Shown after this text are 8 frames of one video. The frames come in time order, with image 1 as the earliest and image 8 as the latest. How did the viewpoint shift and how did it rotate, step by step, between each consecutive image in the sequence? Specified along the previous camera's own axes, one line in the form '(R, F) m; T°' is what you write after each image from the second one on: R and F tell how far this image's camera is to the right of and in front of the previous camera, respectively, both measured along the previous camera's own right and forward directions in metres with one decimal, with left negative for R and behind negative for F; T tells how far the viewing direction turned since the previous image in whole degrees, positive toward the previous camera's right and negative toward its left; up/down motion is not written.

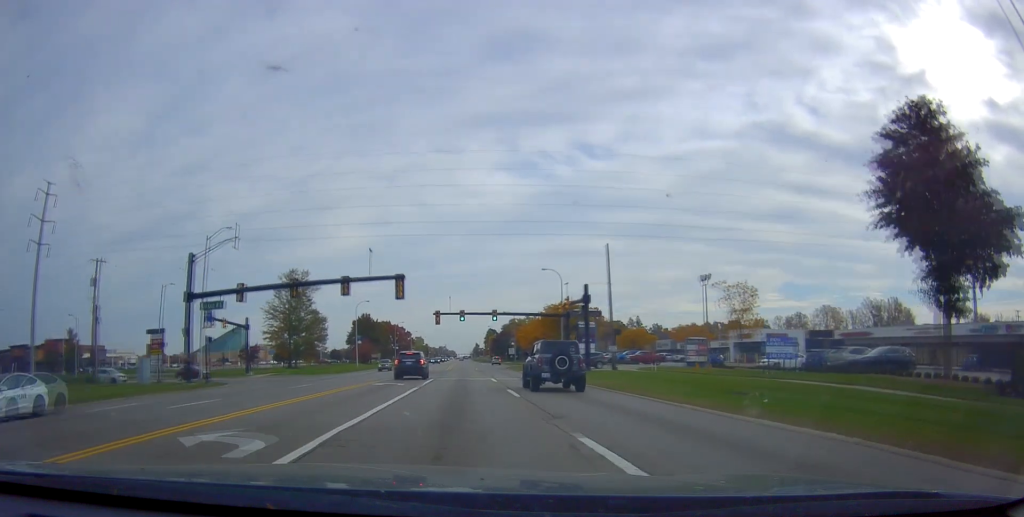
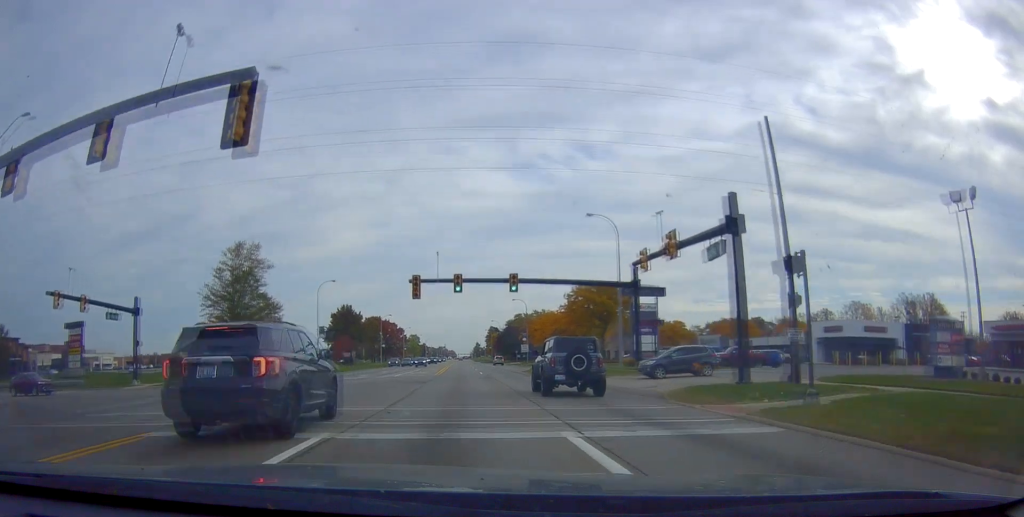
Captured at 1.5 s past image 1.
(+0.3, +28.3) m; 0°
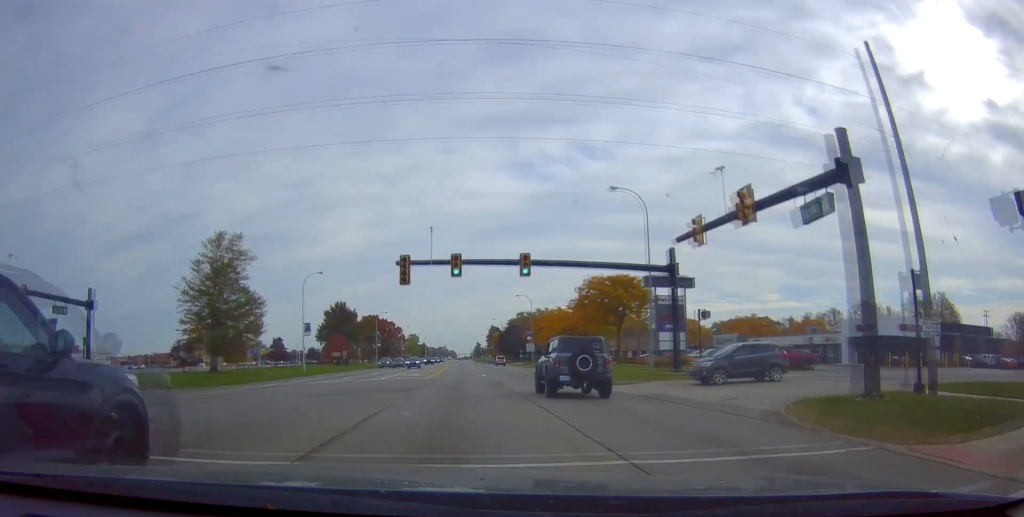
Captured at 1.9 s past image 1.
(-0.2, +7.6) m; -1°
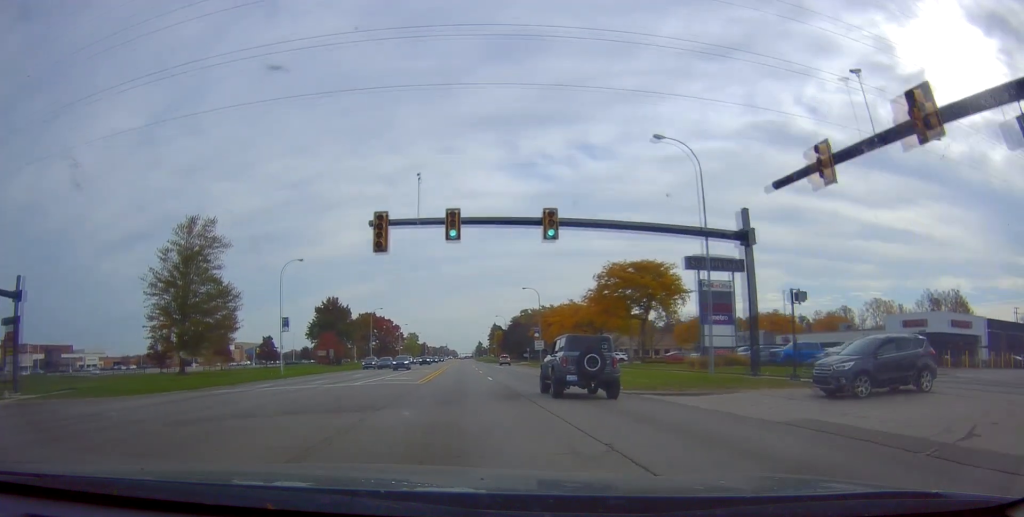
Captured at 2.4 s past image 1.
(-0.2, +9.5) m; -1°
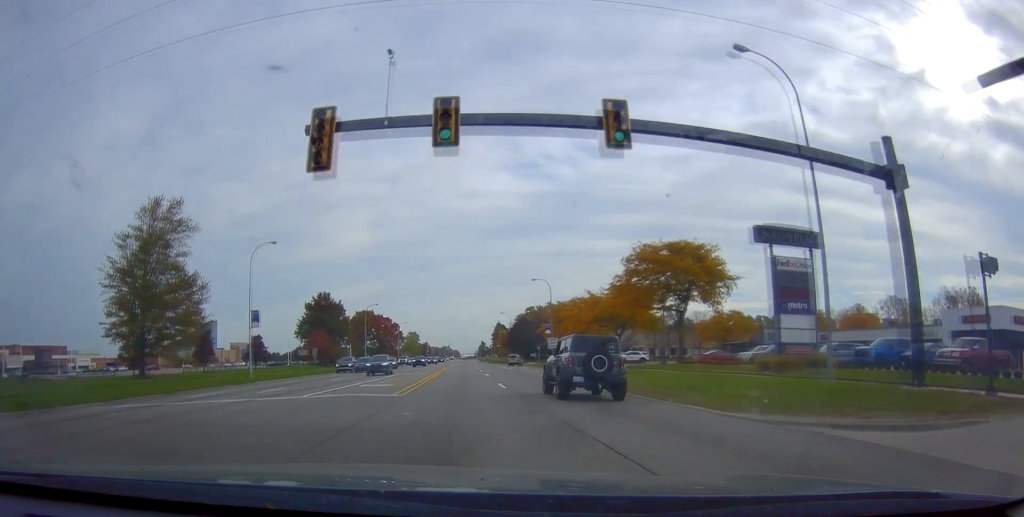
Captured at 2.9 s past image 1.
(0.0, +10.3) m; 0°
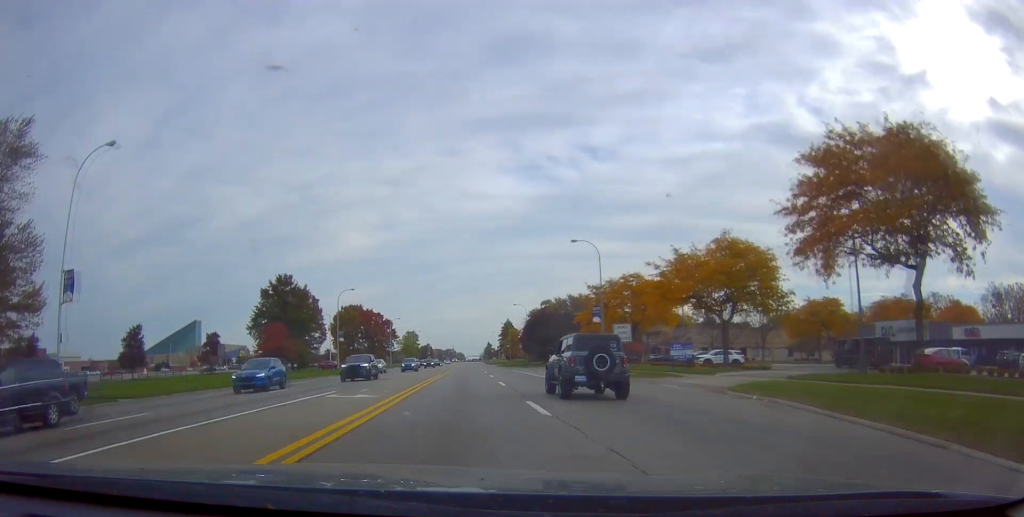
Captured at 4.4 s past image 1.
(0.0, +29.1) m; +2°
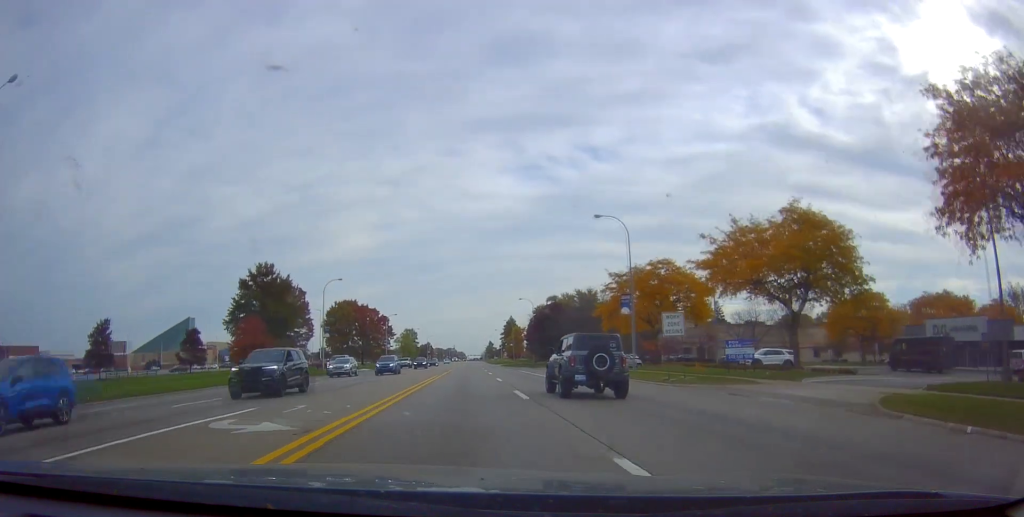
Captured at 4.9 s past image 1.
(+0.3, +9.9) m; 0°
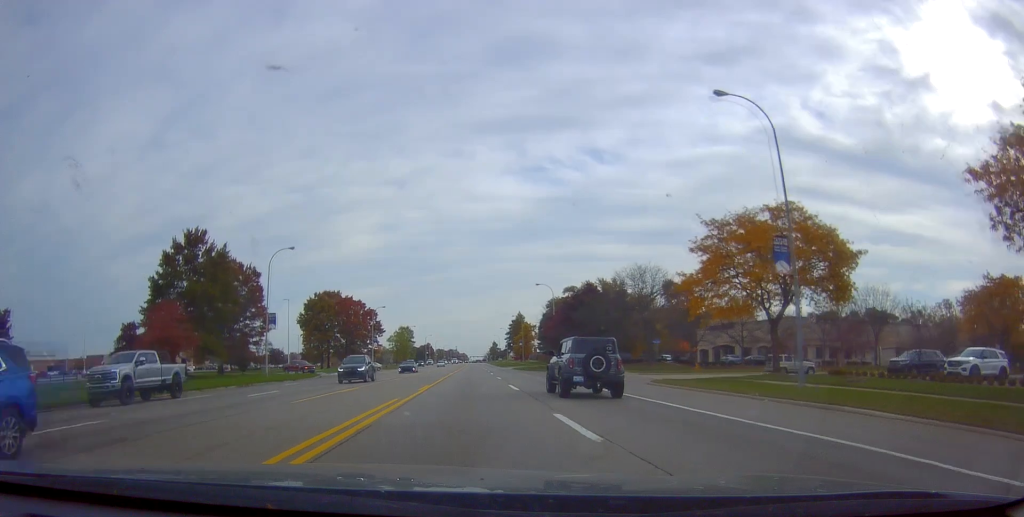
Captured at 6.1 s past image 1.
(-0.1, +23.8) m; 0°
